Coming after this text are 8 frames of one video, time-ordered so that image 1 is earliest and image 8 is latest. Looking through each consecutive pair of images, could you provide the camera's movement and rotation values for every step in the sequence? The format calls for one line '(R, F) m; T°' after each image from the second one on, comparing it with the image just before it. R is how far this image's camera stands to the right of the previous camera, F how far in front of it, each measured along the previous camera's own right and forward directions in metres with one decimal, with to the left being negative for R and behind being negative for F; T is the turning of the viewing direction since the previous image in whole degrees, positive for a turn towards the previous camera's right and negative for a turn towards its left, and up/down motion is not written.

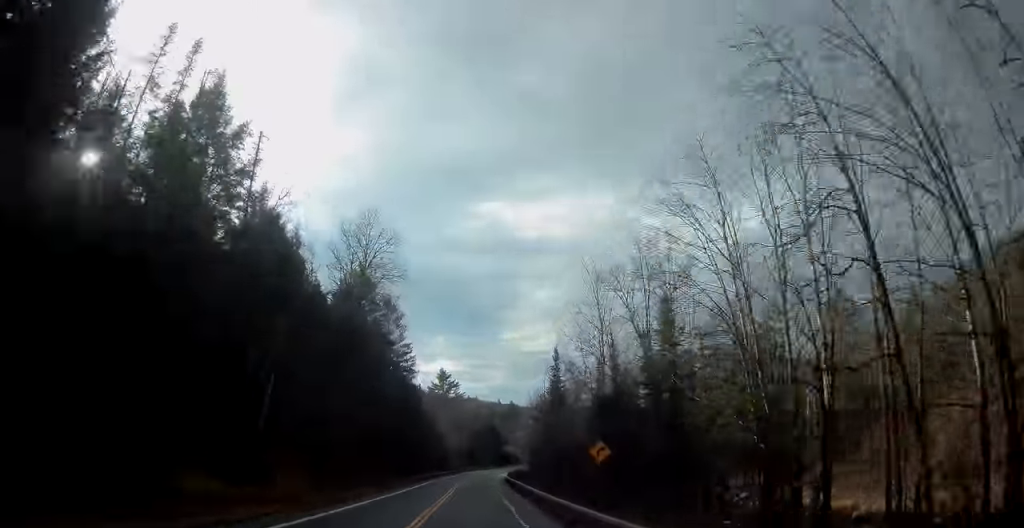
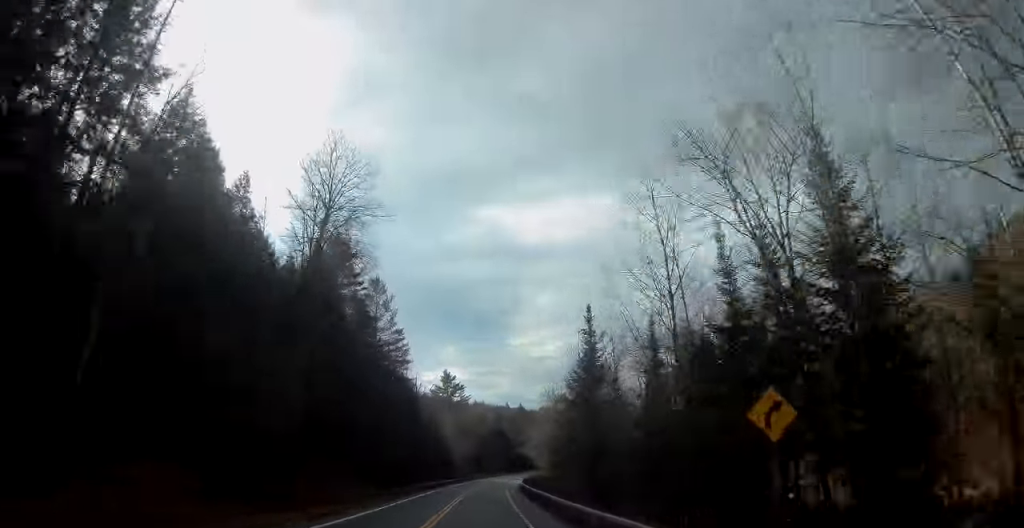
(-0.1, +14.7) m; -1°
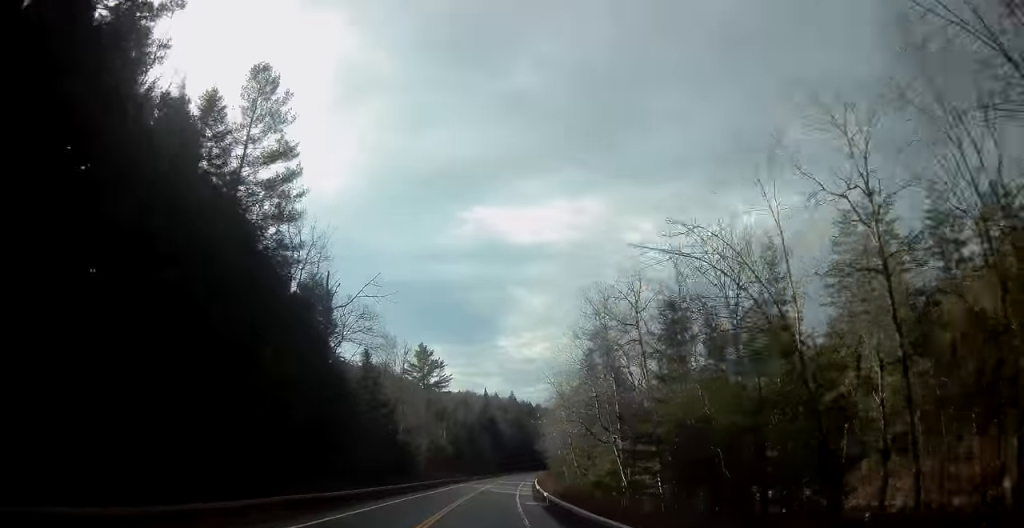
(-1.2, +45.4) m; -1°
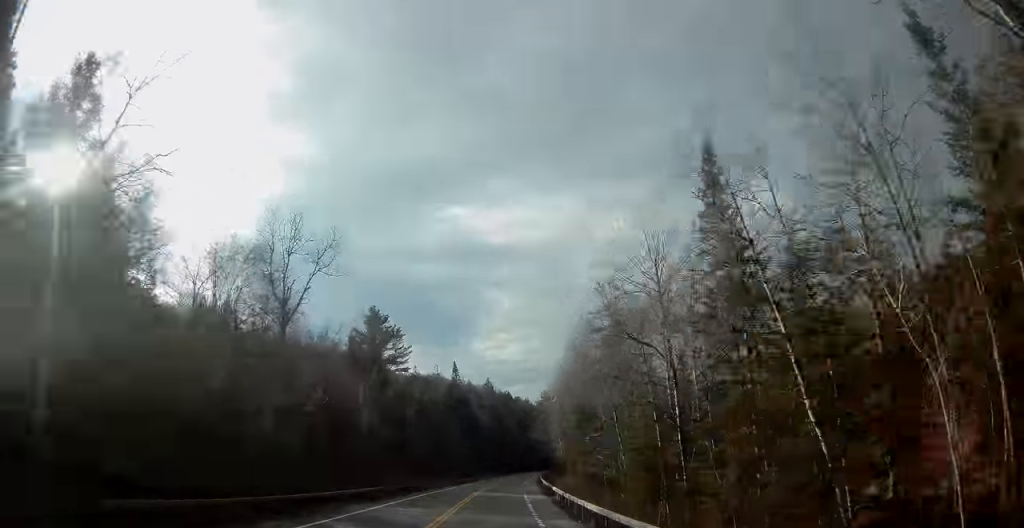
(+0.8, +41.8) m; +2°
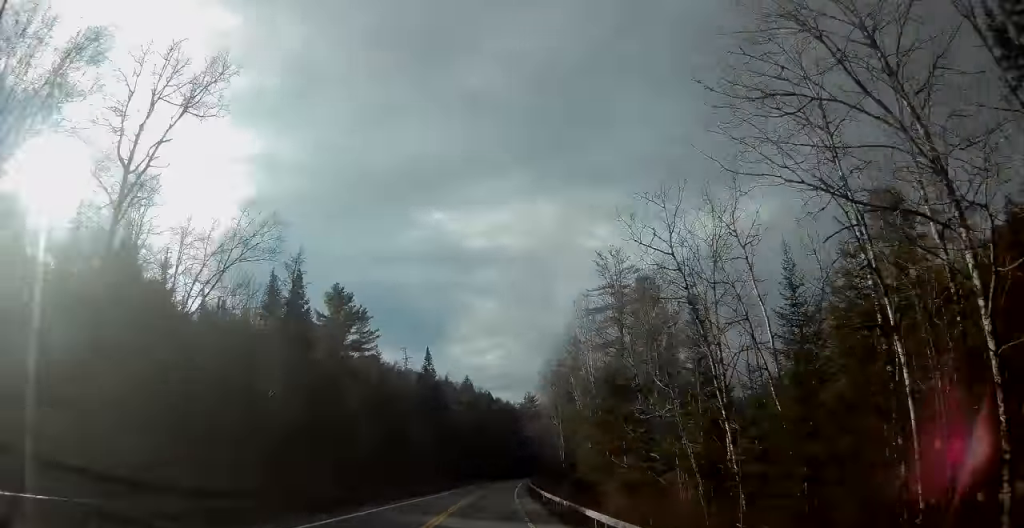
(+0.2, +19.3) m; +2°
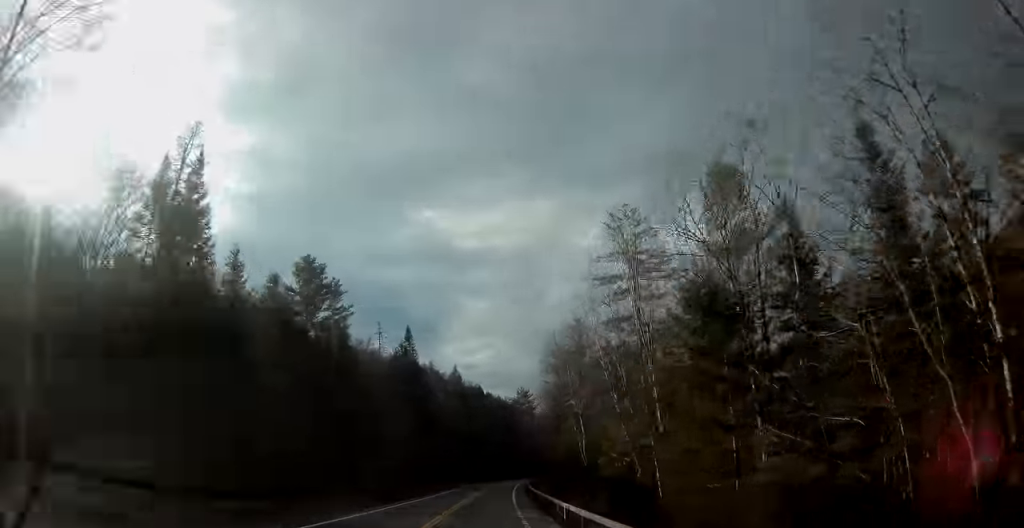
(+0.1, +15.9) m; +1°
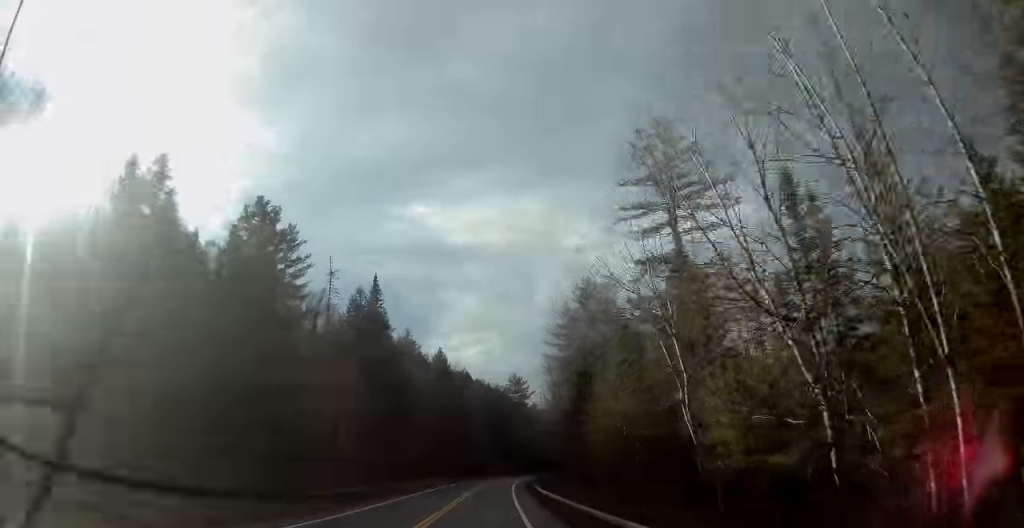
(+0.4, +21.0) m; +2°
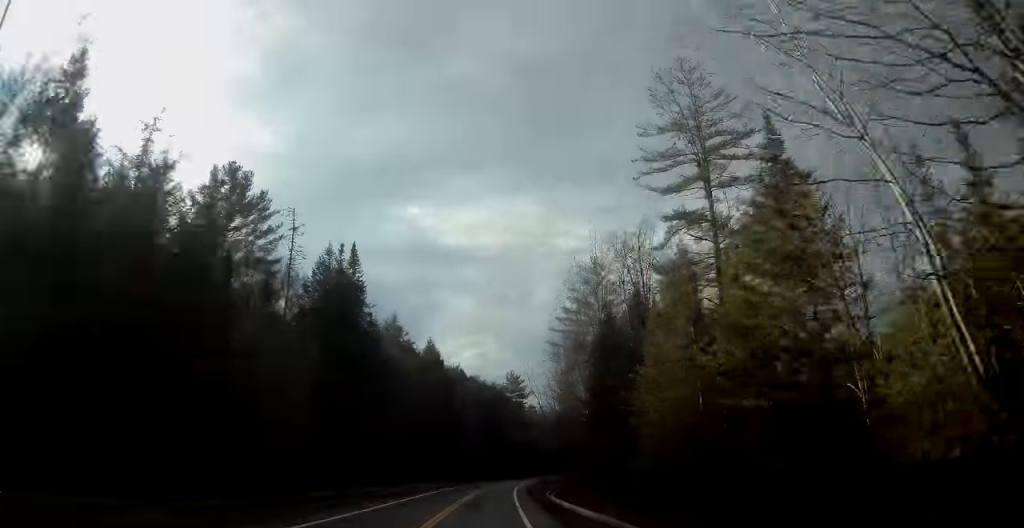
(+0.1, +11.0) m; 0°
